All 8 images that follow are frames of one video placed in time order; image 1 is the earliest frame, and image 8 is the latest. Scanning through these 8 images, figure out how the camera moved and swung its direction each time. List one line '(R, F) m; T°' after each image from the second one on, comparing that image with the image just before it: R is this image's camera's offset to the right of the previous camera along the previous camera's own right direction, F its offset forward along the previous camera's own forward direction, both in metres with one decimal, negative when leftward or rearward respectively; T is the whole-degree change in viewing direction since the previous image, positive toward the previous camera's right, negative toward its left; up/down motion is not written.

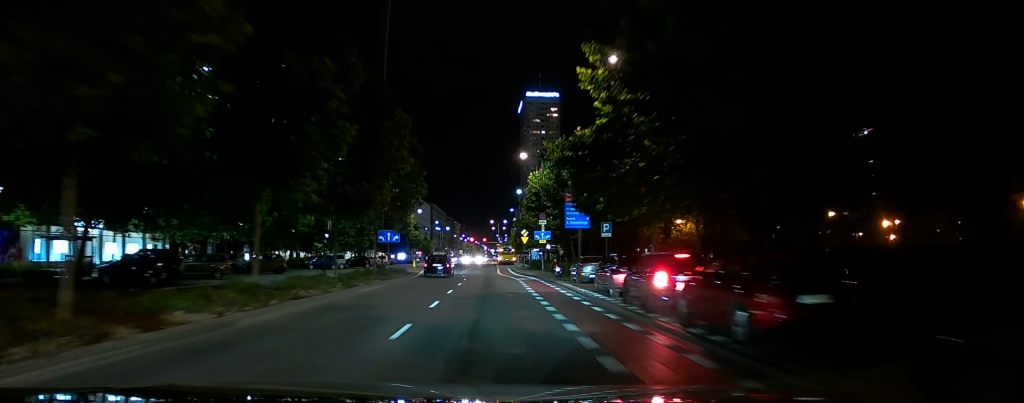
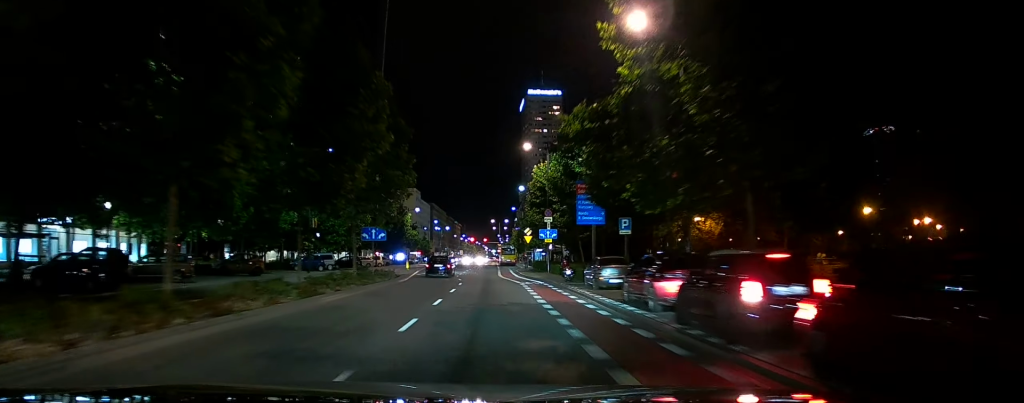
(0.0, +4.8) m; 0°
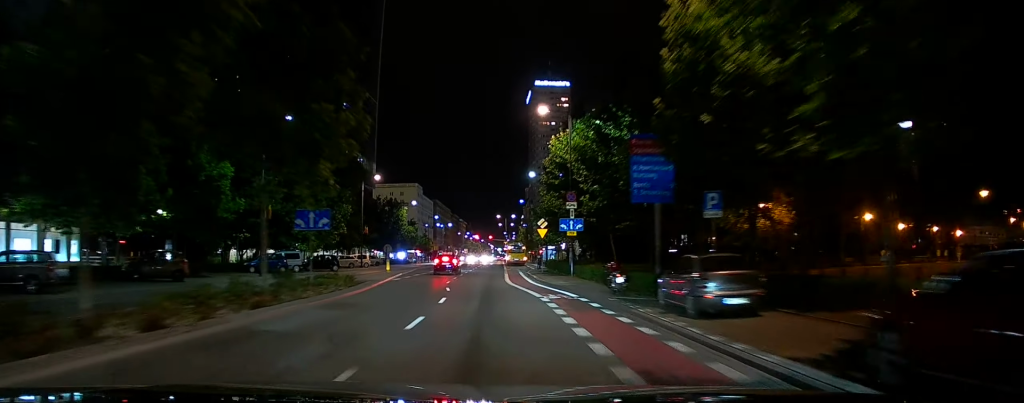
(0.0, +11.8) m; 0°
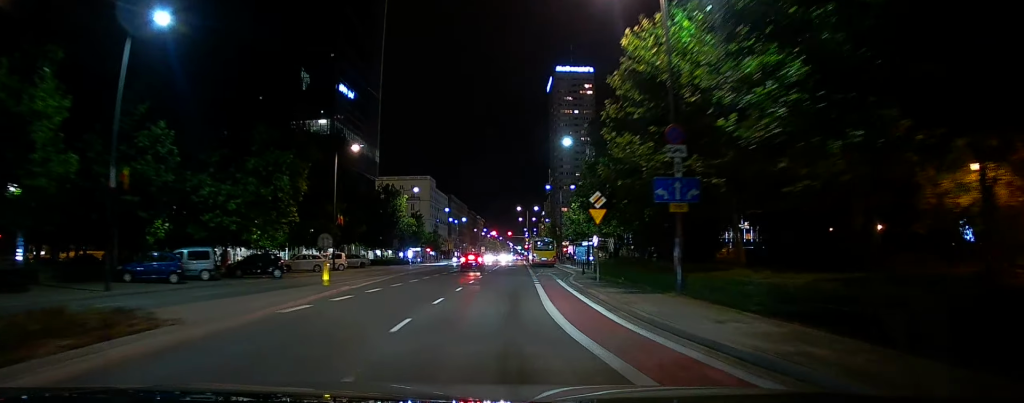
(0.0, +19.1) m; 0°
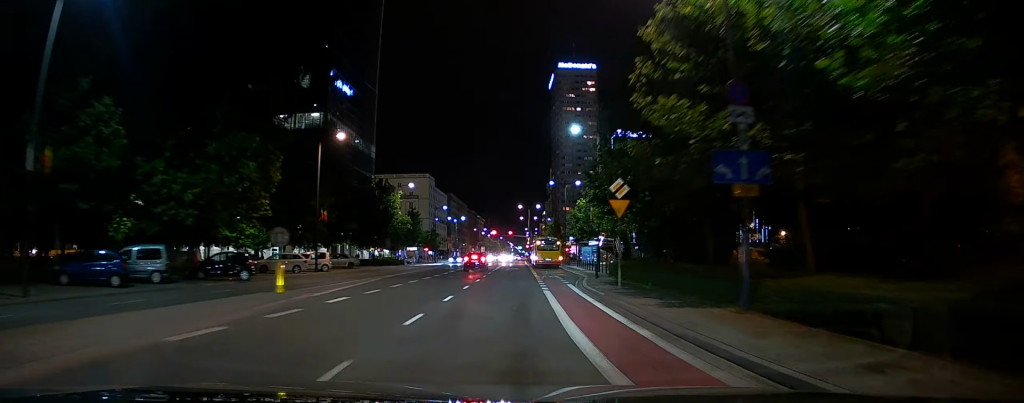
(0.0, +5.2) m; -1°
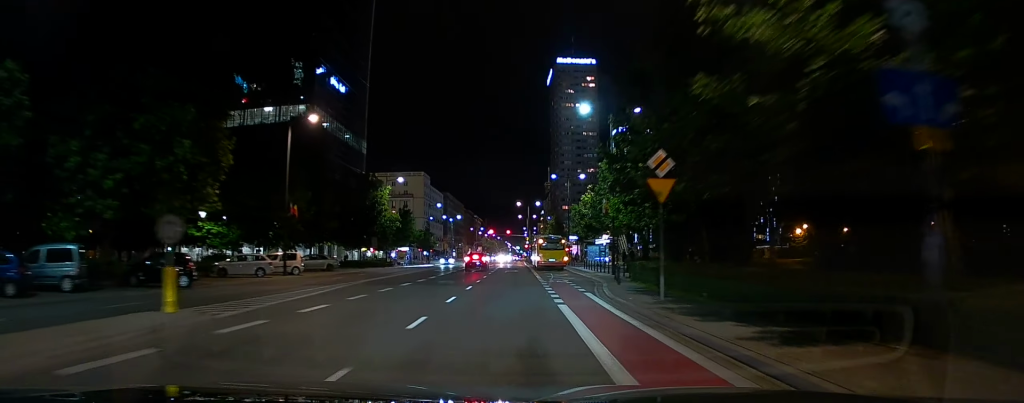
(0.0, +6.7) m; 0°
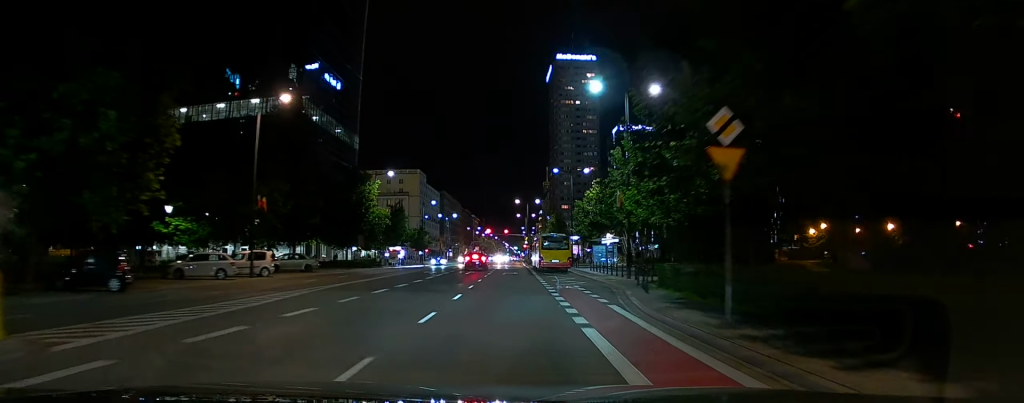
(-0.1, +5.5) m; 0°
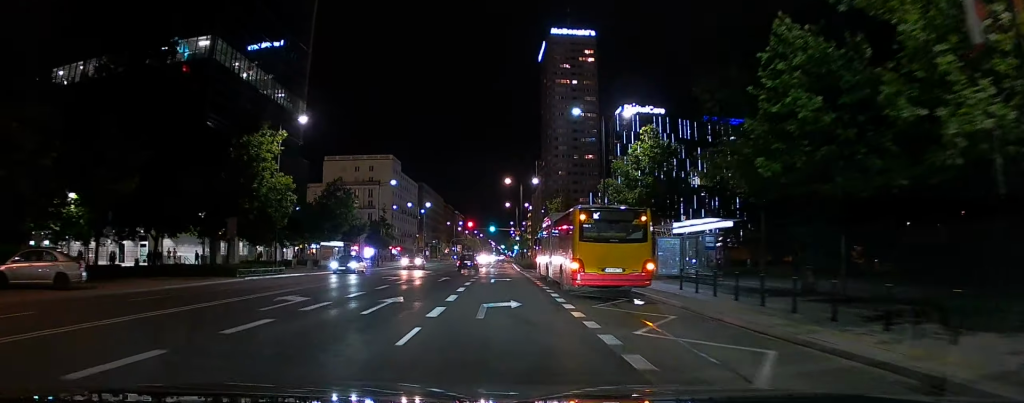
(-0.2, +28.0) m; -1°
